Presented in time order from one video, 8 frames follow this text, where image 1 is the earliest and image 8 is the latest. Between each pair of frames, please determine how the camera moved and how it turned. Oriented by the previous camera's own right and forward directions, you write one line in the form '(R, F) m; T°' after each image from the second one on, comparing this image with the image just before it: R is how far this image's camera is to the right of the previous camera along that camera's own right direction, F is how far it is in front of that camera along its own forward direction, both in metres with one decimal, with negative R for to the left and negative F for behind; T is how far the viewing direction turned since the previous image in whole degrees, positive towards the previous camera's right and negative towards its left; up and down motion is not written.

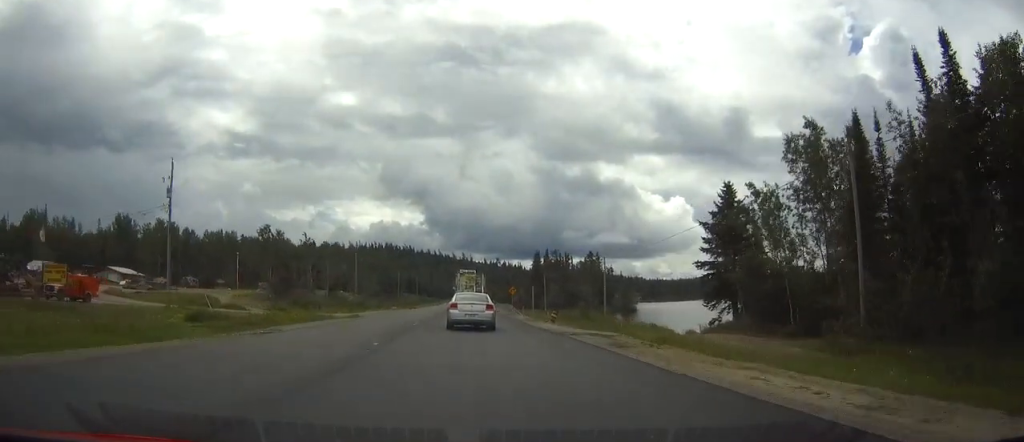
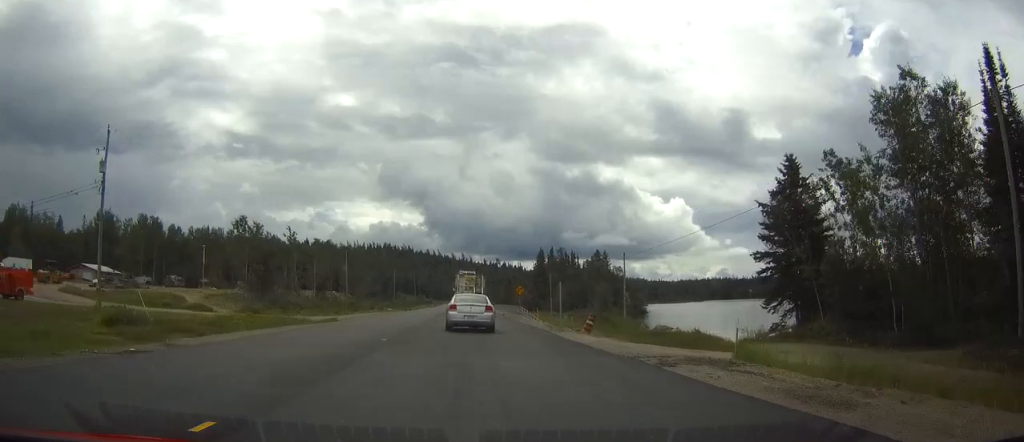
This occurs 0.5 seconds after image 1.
(0.0, +11.7) m; 0°
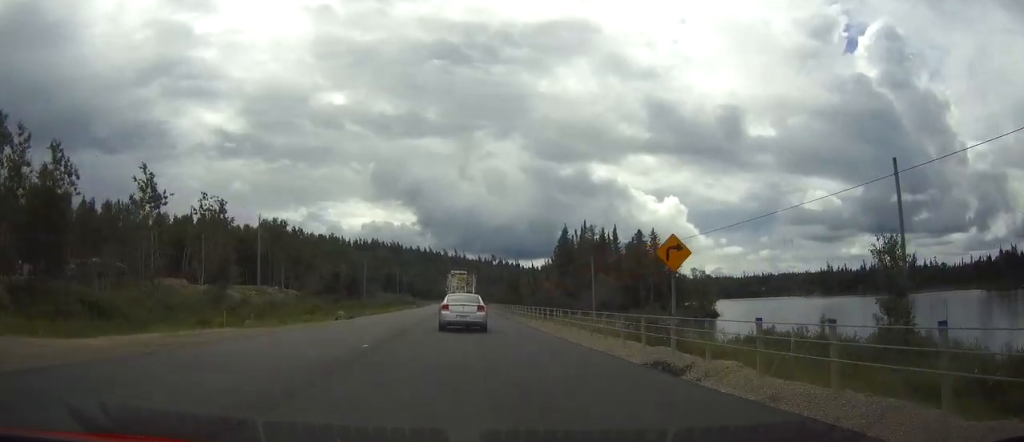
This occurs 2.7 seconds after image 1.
(+0.2, +54.9) m; 0°
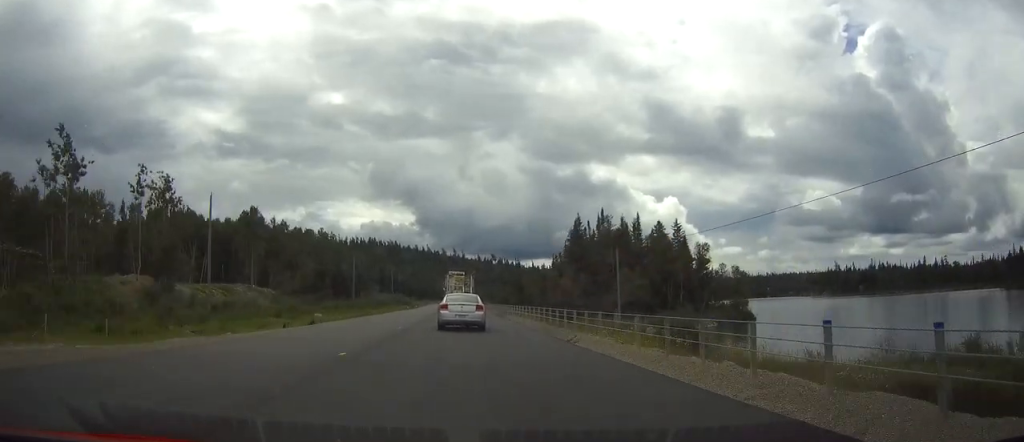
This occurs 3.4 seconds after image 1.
(0.0, +16.3) m; 0°
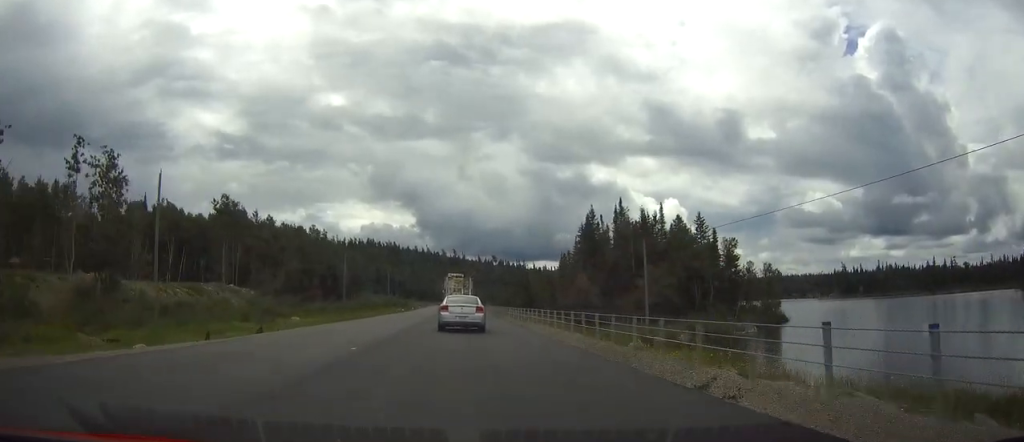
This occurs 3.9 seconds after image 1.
(0.0, +12.3) m; 0°
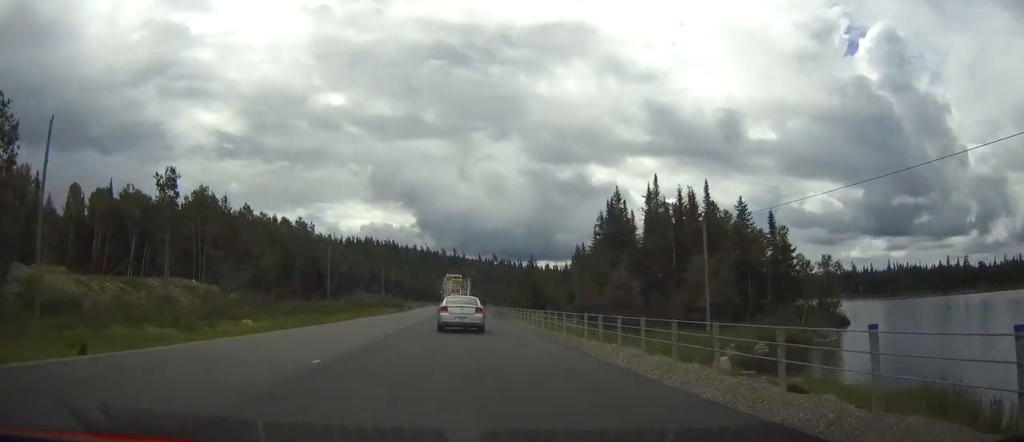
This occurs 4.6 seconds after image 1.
(0.0, +17.2) m; 0°
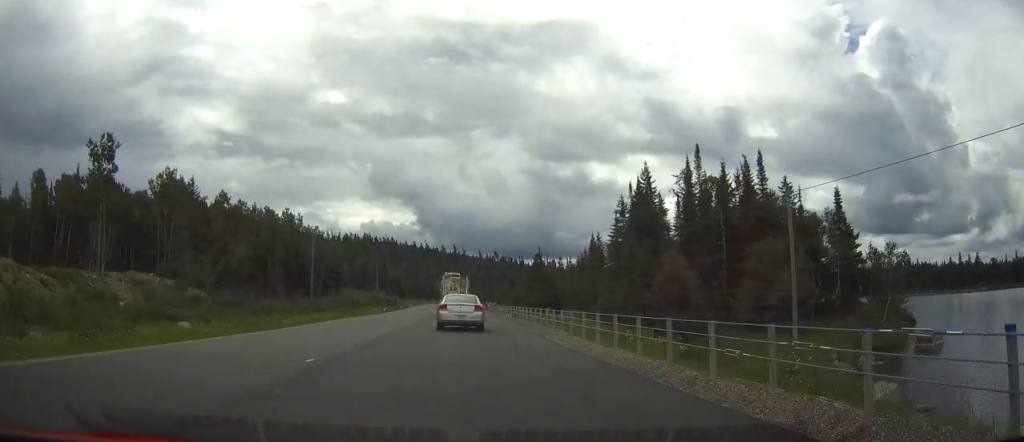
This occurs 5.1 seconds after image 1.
(0.0, +14.0) m; 0°
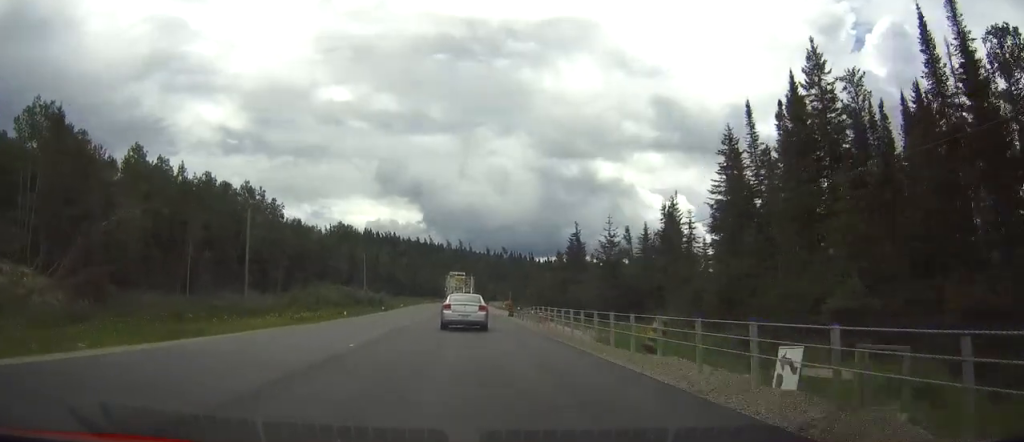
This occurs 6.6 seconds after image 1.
(0.0, +37.2) m; 0°
